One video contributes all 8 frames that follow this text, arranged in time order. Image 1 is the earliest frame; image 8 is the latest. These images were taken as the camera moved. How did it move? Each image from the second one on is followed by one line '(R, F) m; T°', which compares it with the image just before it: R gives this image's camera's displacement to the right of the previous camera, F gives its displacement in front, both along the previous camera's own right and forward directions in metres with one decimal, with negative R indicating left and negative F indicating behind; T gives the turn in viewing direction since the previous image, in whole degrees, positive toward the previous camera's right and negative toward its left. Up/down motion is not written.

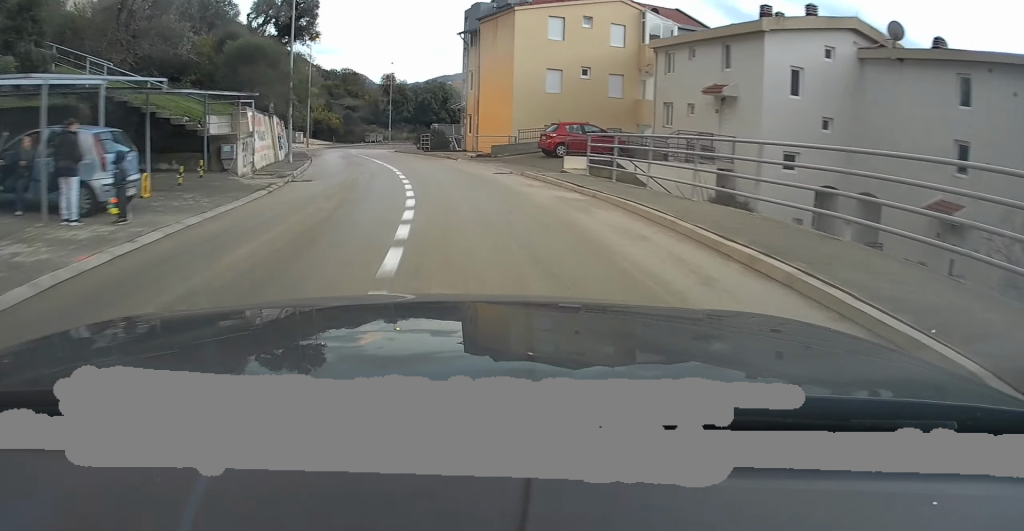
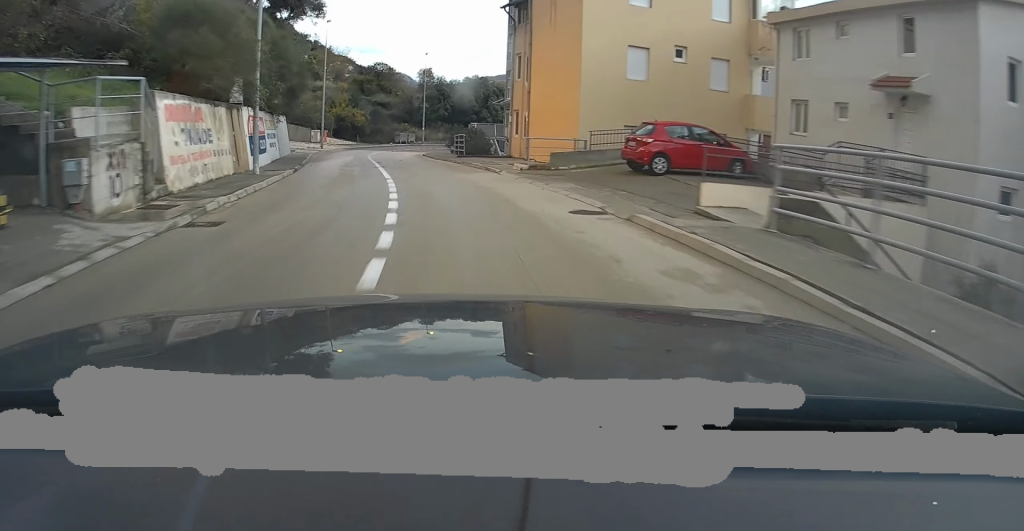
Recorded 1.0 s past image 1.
(-0.6, +9.7) m; -6°
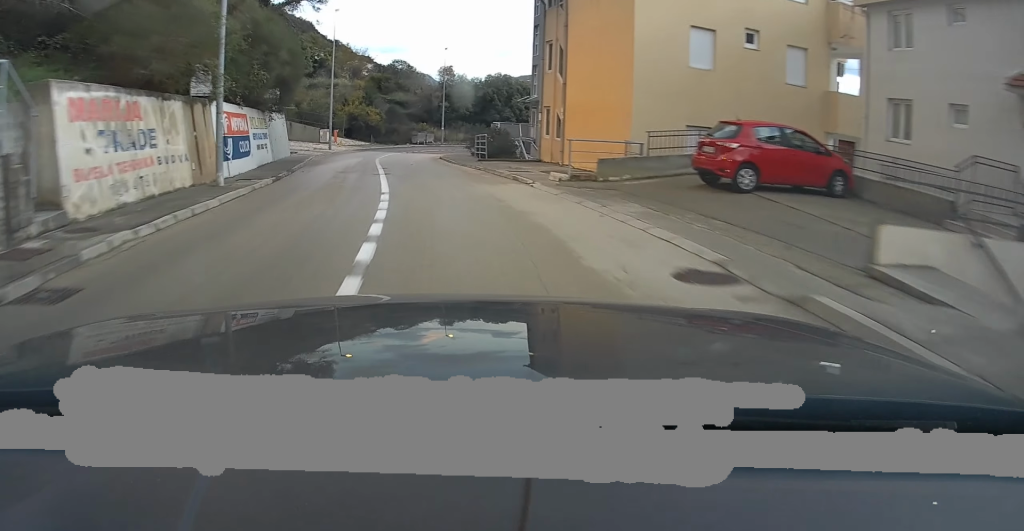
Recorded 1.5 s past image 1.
(-0.1, +4.7) m; -2°
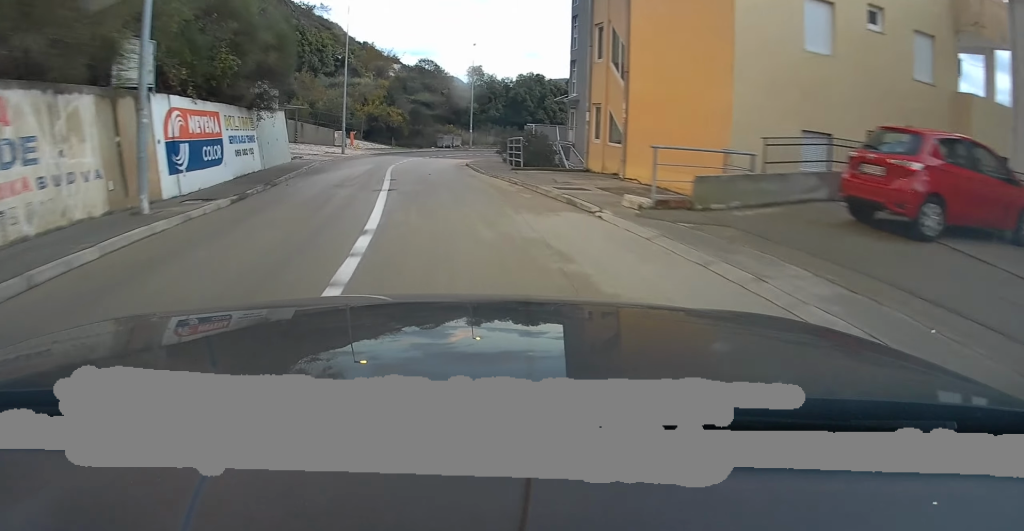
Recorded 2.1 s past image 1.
(-0.1, +5.3) m; -1°
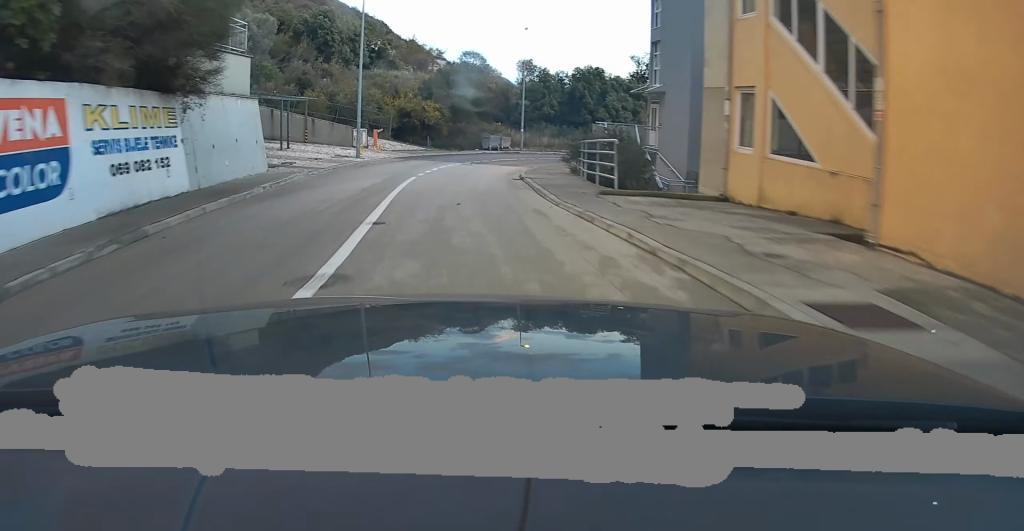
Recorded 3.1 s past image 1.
(-0.1, +9.8) m; -2°
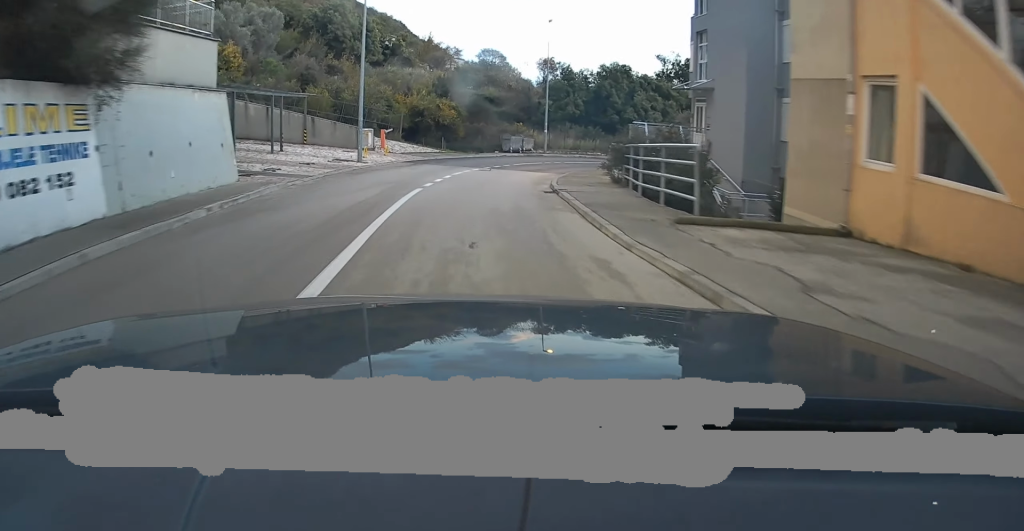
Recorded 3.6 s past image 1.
(0.0, +4.4) m; -1°
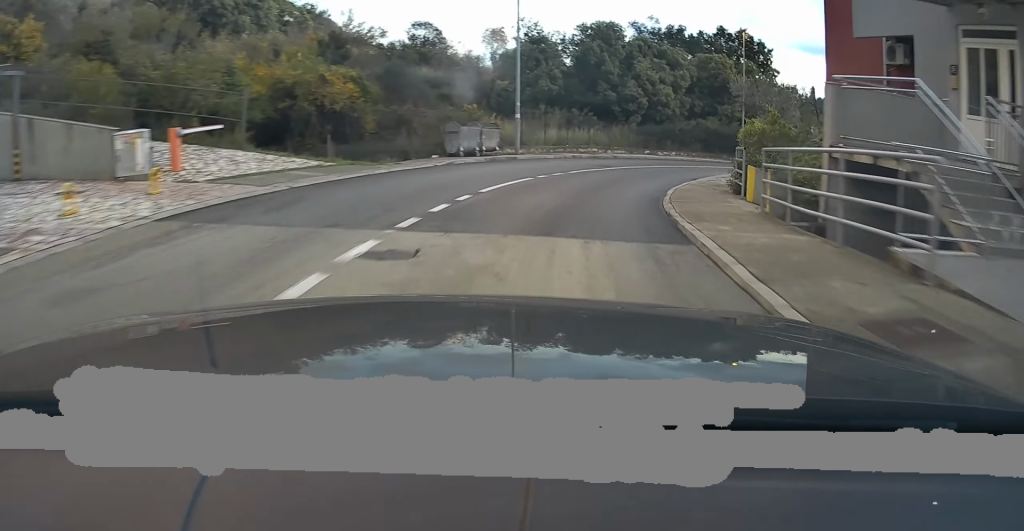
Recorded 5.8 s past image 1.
(-0.6, +20.9) m; +2°
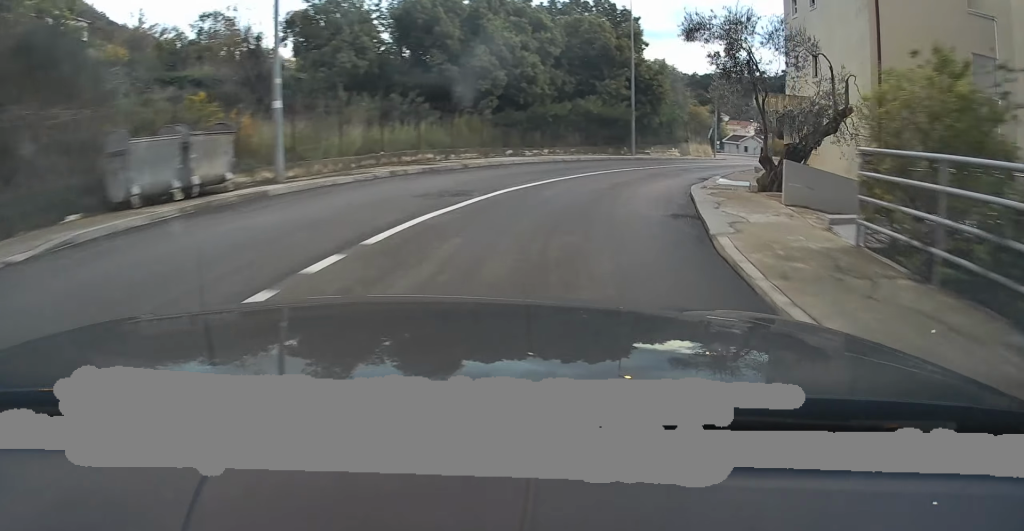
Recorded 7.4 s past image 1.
(+1.4, +14.7) m; +12°
